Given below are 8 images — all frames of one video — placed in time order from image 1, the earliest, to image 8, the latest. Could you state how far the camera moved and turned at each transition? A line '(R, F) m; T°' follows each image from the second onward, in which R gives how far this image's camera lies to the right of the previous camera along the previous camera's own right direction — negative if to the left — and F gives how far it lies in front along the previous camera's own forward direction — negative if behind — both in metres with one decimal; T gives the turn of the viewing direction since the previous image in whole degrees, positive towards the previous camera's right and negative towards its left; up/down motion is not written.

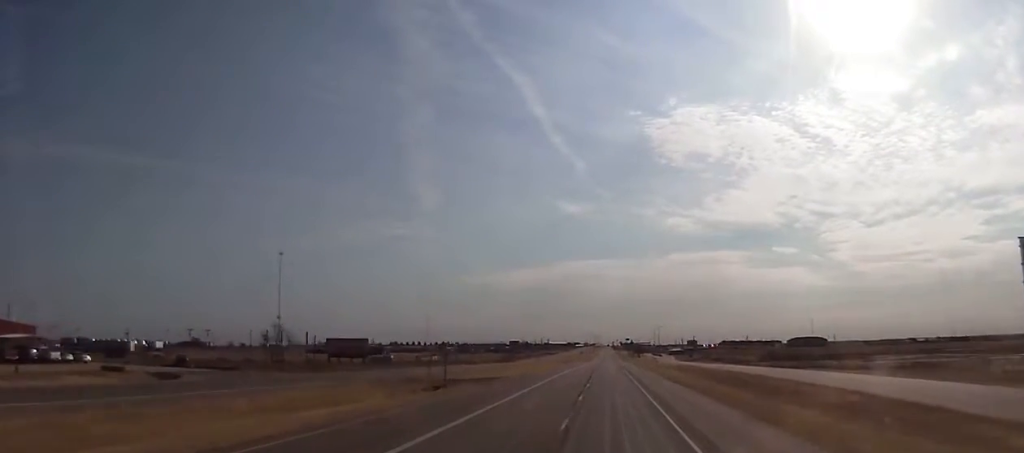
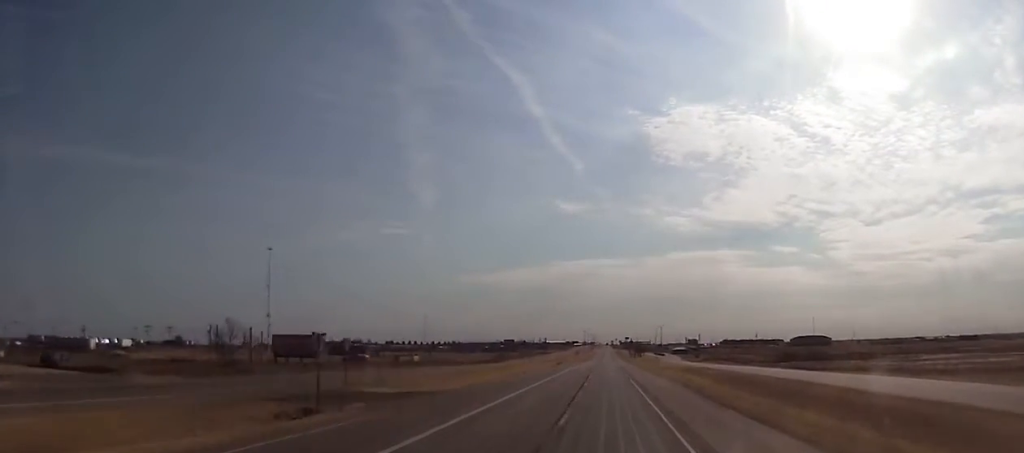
(-0.2, +22.6) m; +1°
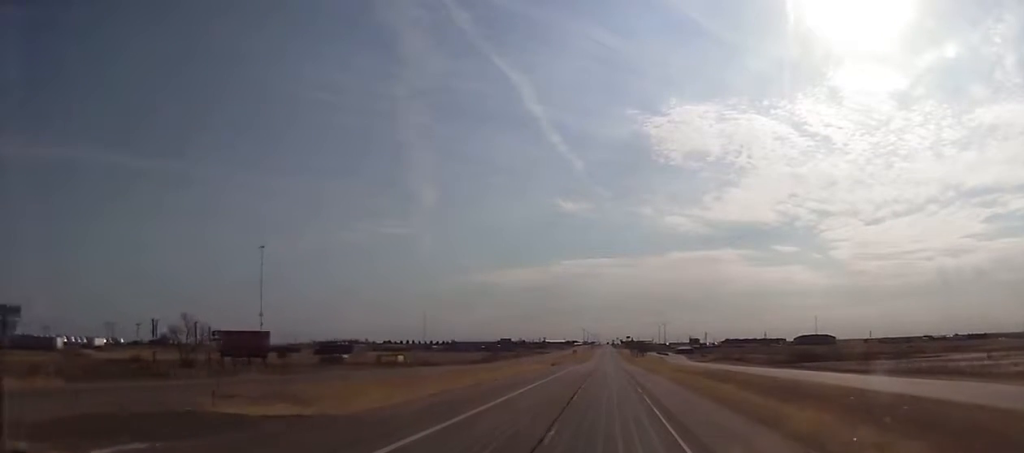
(+0.3, +17.5) m; 0°
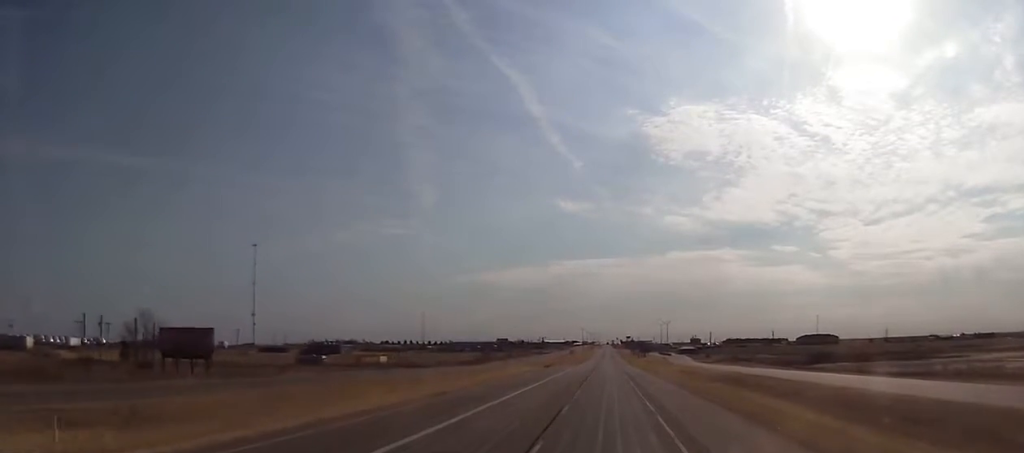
(+0.2, +14.6) m; 0°
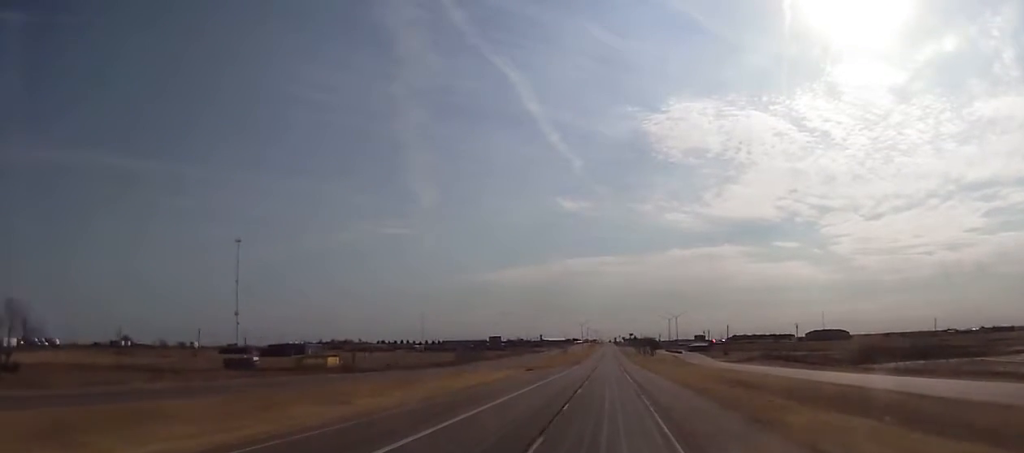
(0.0, +35.6) m; 0°
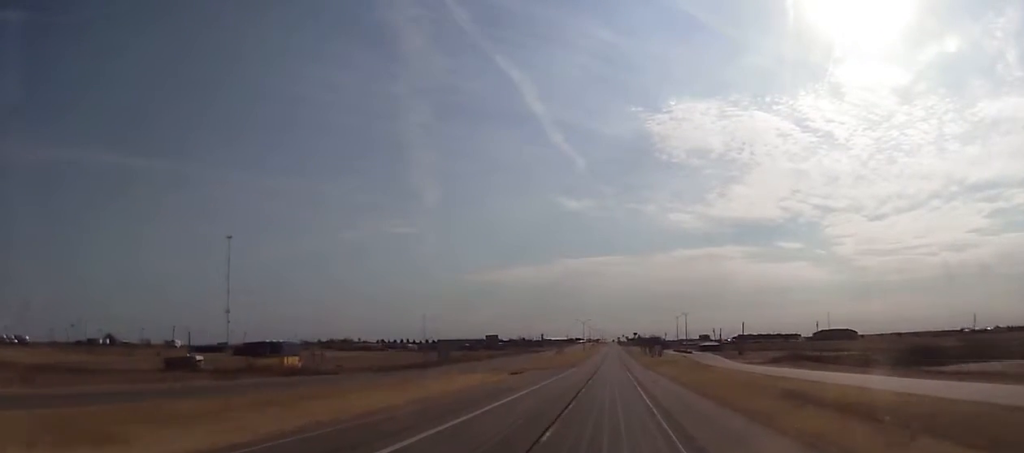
(-0.3, +21.7) m; 0°
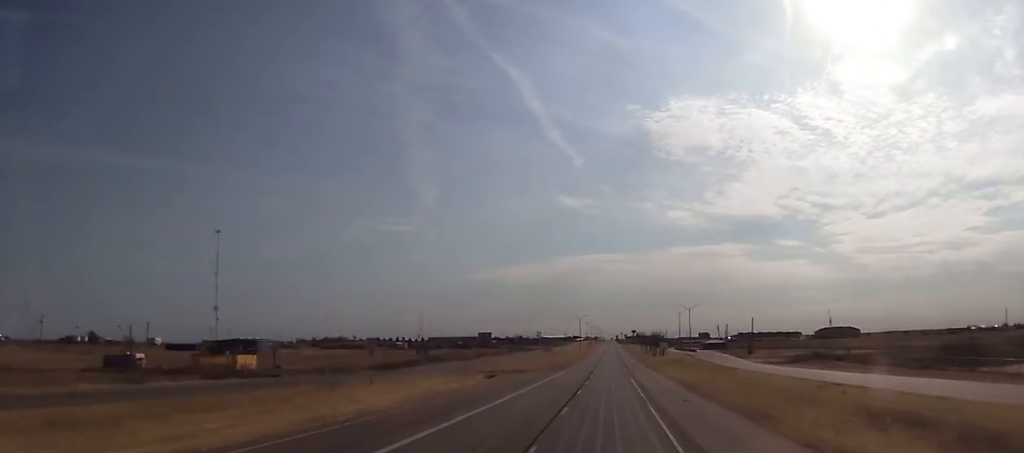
(+0.1, +16.7) m; 0°
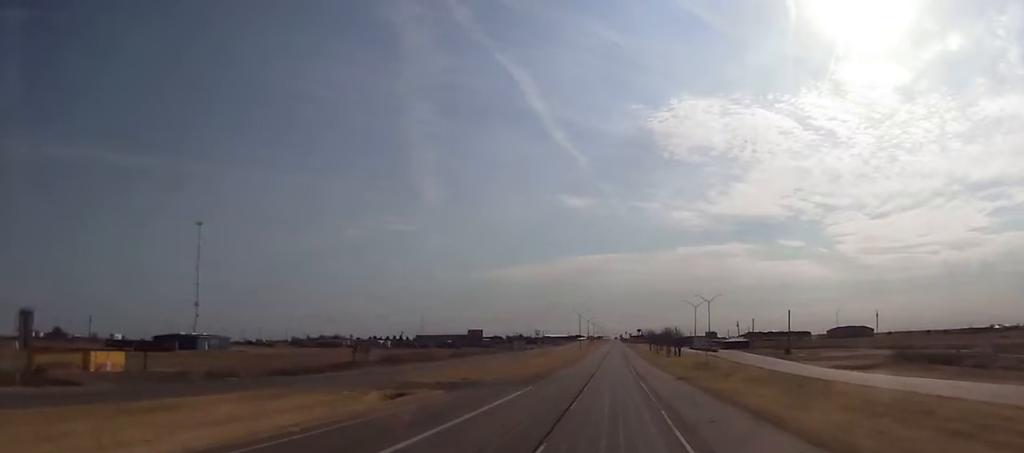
(-0.1, +37.0) m; 0°
